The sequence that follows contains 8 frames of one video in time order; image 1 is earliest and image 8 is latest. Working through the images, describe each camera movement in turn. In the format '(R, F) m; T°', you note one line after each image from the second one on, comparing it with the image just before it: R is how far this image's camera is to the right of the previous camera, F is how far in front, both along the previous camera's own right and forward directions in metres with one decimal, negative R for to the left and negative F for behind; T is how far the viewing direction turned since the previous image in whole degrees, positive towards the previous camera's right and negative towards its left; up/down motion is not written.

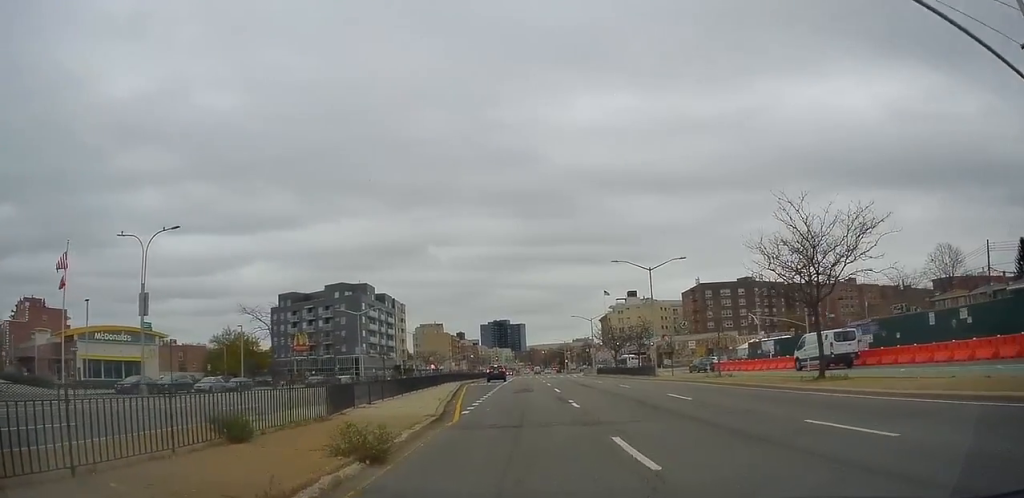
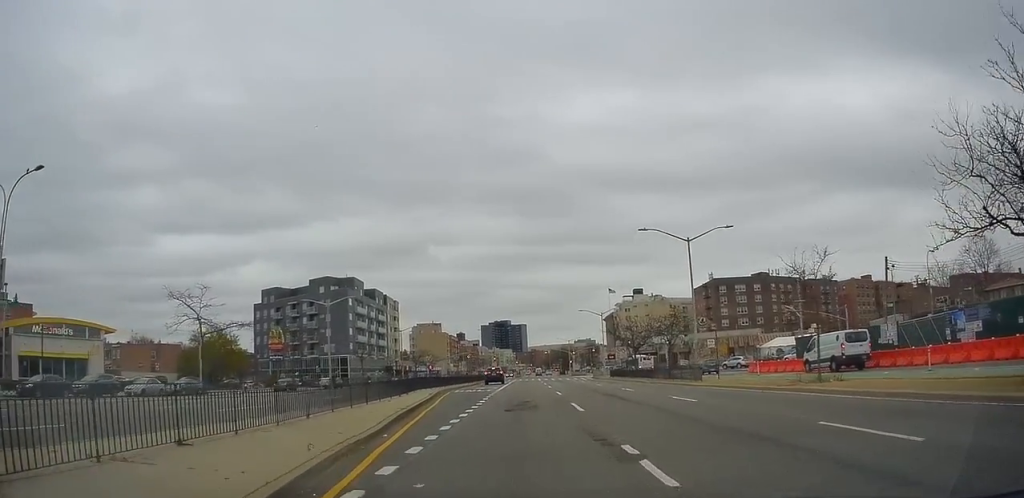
(+0.4, +10.7) m; 0°
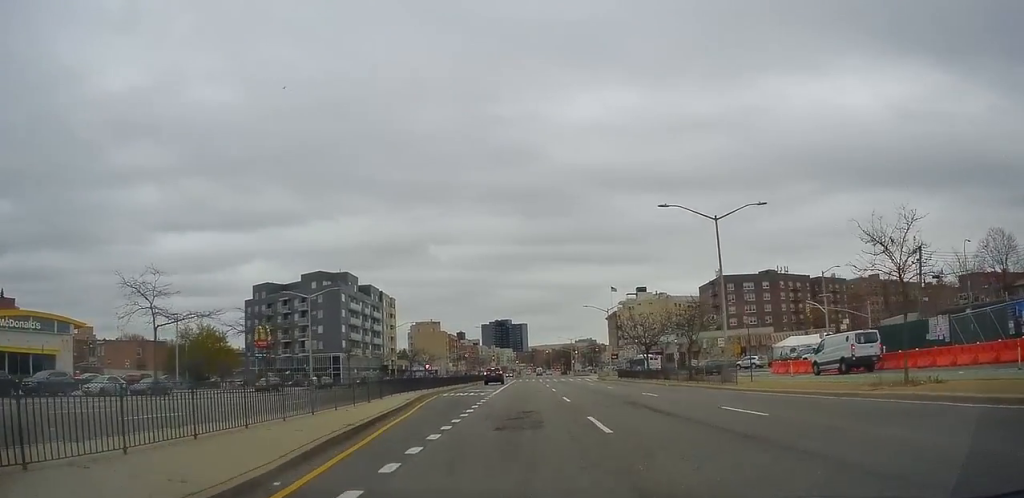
(-0.2, +5.0) m; -1°
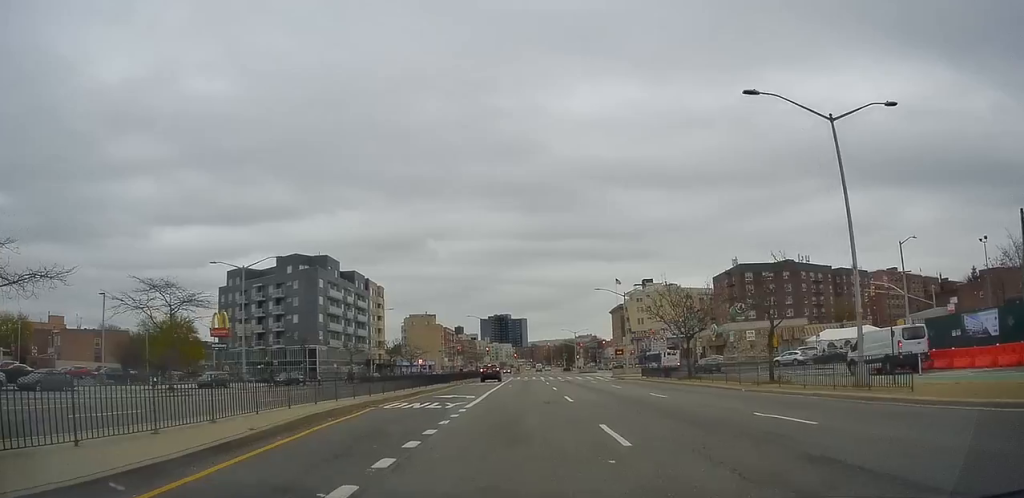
(-0.2, +12.3) m; 0°
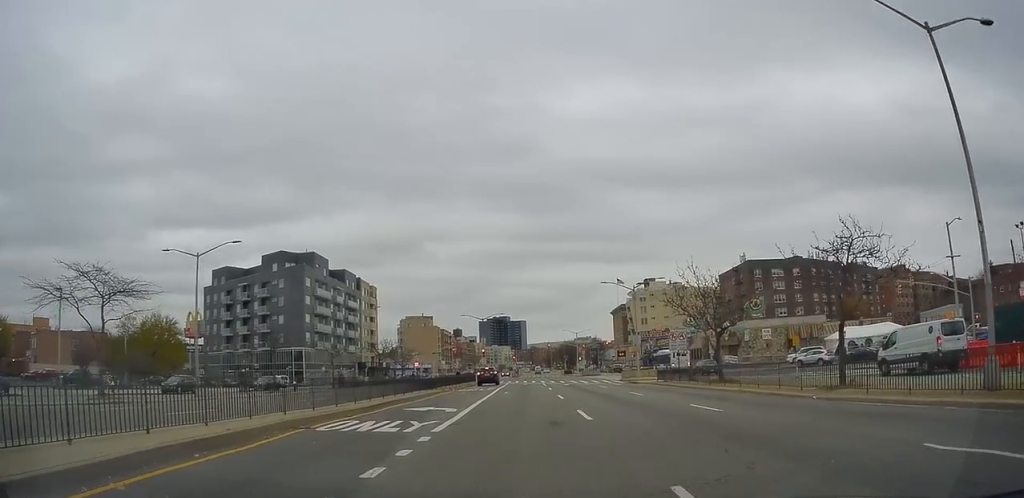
(+0.1, +5.8) m; 0°
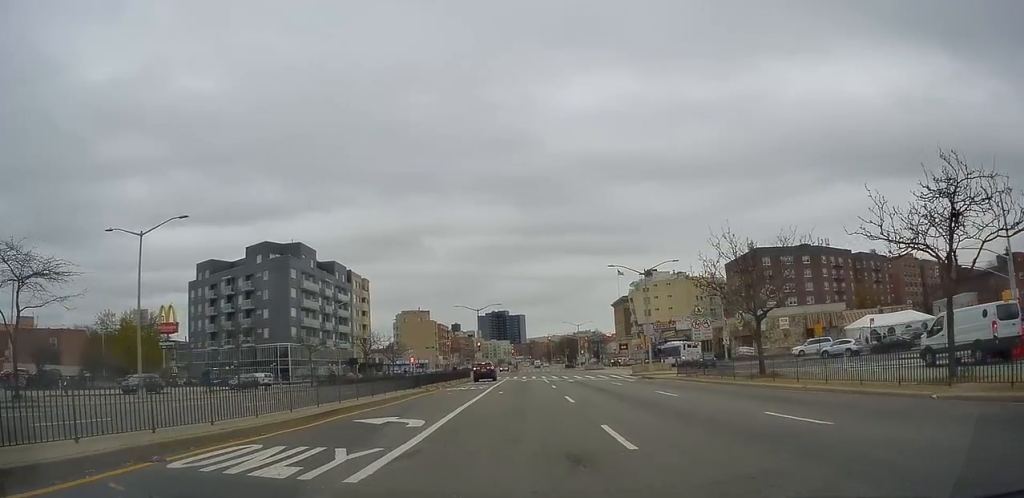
(0.0, +5.5) m; 0°
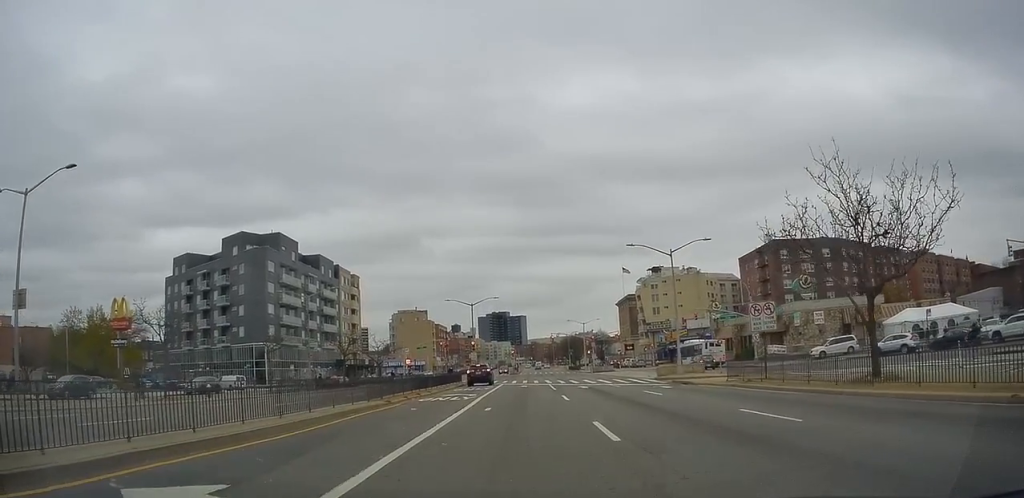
(0.0, +8.4) m; +1°
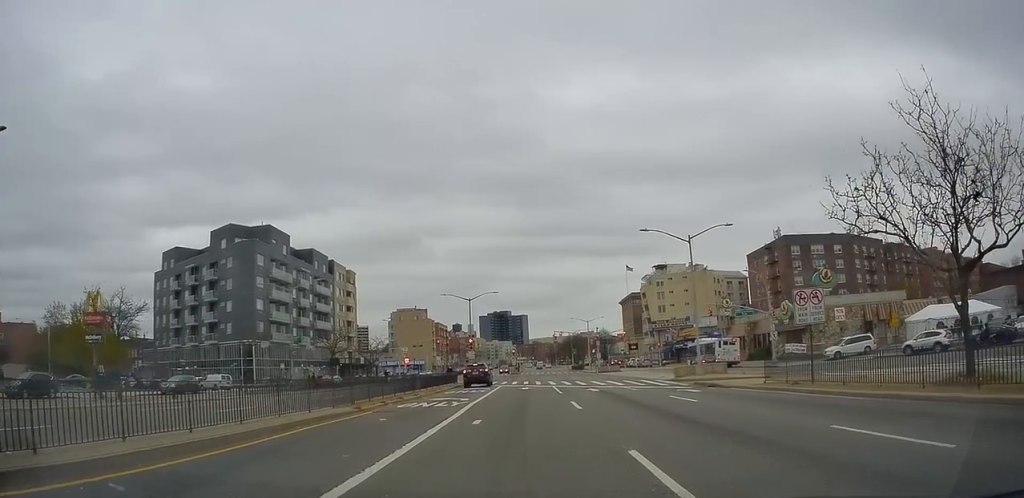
(0.0, +3.9) m; +1°
